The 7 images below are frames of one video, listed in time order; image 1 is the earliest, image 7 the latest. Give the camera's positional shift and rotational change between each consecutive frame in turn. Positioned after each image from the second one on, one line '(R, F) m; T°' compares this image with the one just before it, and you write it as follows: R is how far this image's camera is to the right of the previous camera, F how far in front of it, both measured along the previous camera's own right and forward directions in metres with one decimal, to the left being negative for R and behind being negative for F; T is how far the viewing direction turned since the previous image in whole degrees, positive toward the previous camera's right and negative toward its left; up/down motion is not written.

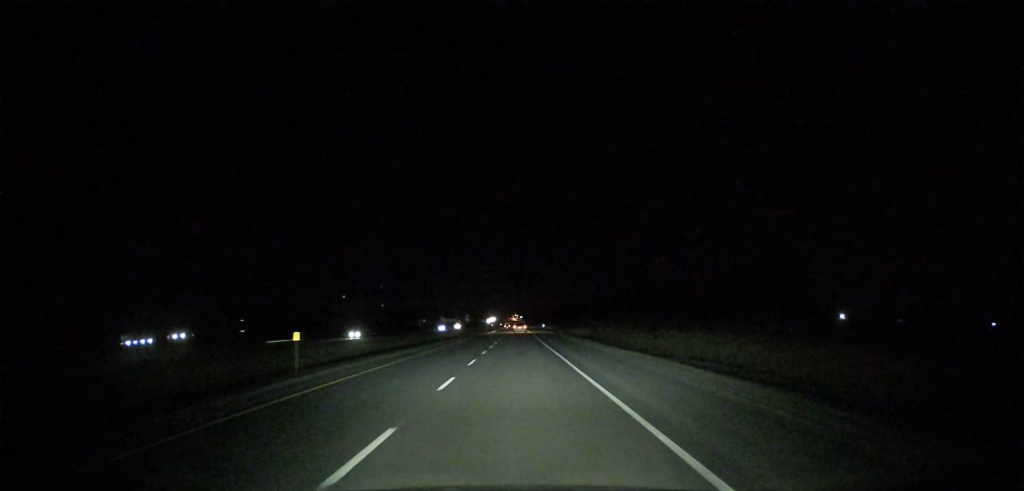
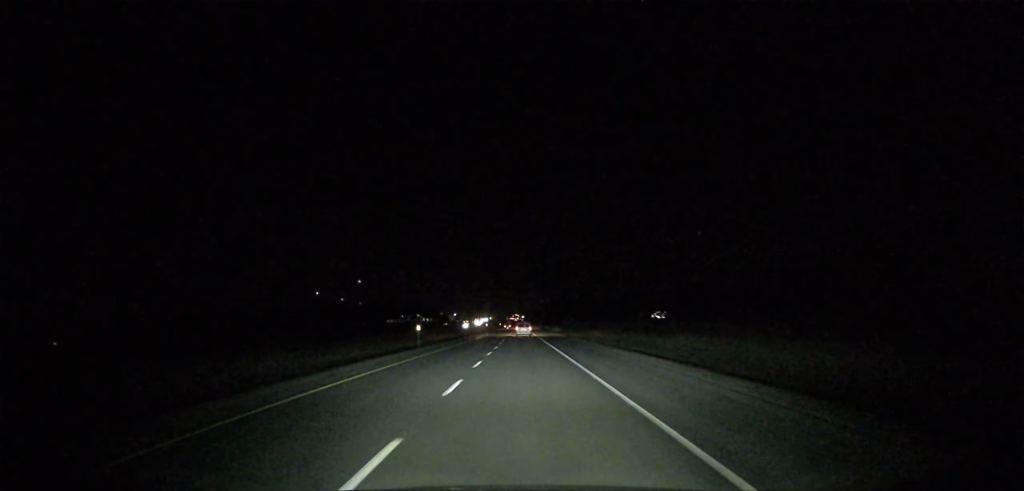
(0.0, +249.5) m; 0°
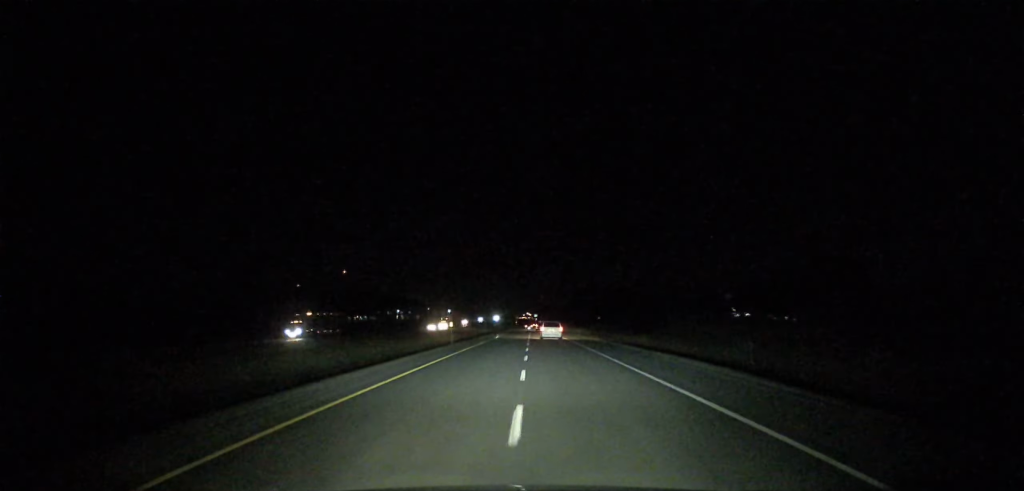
(-1.1, +209.0) m; 0°
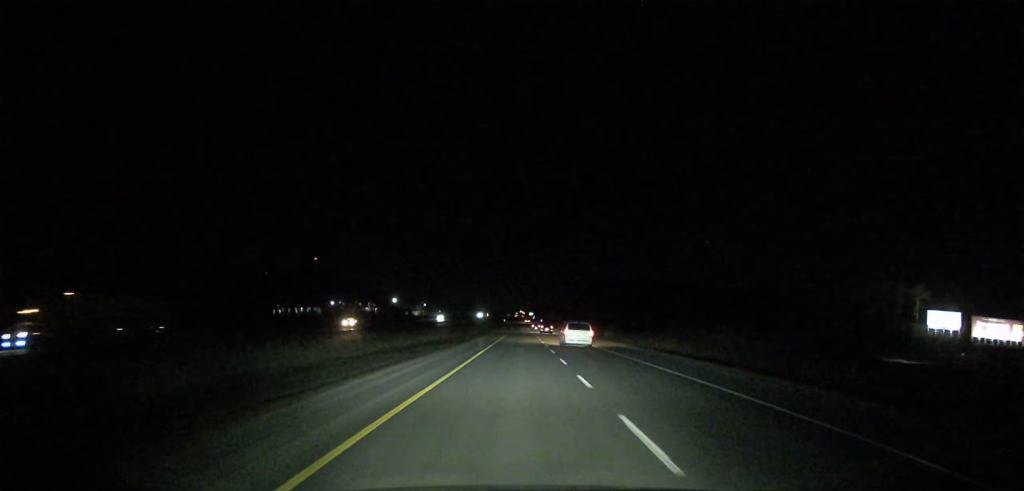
(+0.2, +142.2) m; 0°
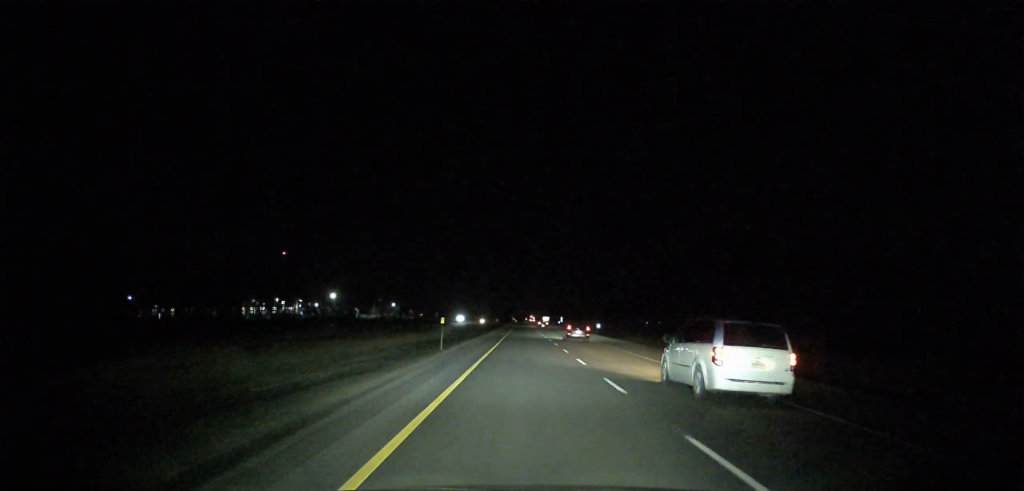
(-0.2, +184.8) m; 0°
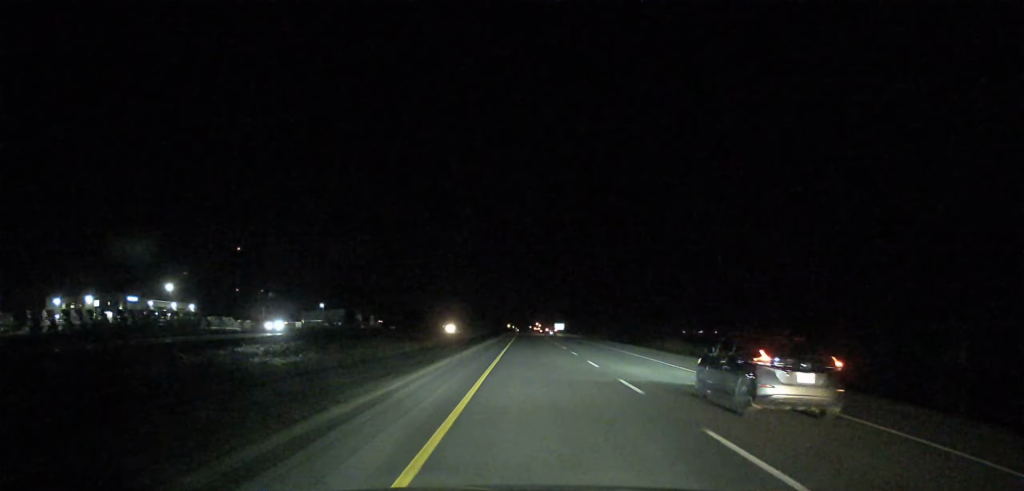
(-0.9, +157.4) m; 0°
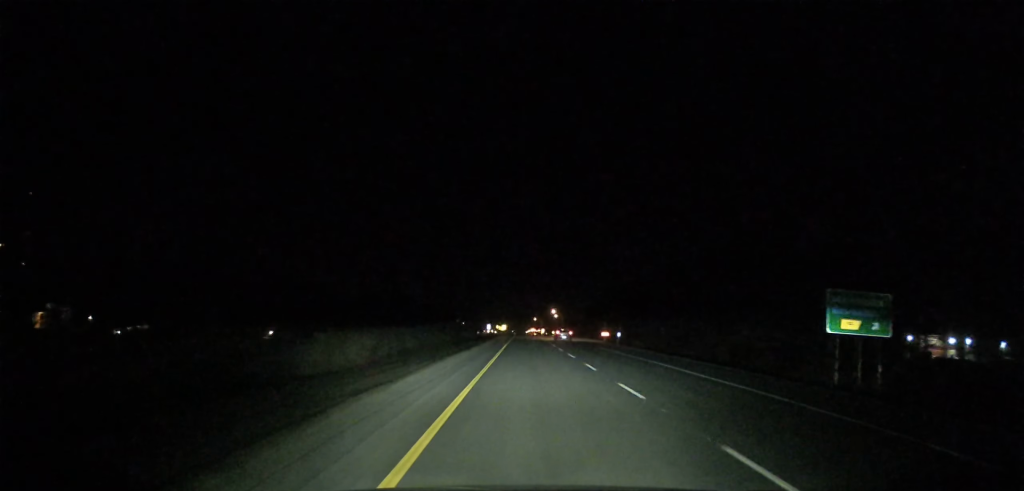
(0.0, +356.5) m; 0°
